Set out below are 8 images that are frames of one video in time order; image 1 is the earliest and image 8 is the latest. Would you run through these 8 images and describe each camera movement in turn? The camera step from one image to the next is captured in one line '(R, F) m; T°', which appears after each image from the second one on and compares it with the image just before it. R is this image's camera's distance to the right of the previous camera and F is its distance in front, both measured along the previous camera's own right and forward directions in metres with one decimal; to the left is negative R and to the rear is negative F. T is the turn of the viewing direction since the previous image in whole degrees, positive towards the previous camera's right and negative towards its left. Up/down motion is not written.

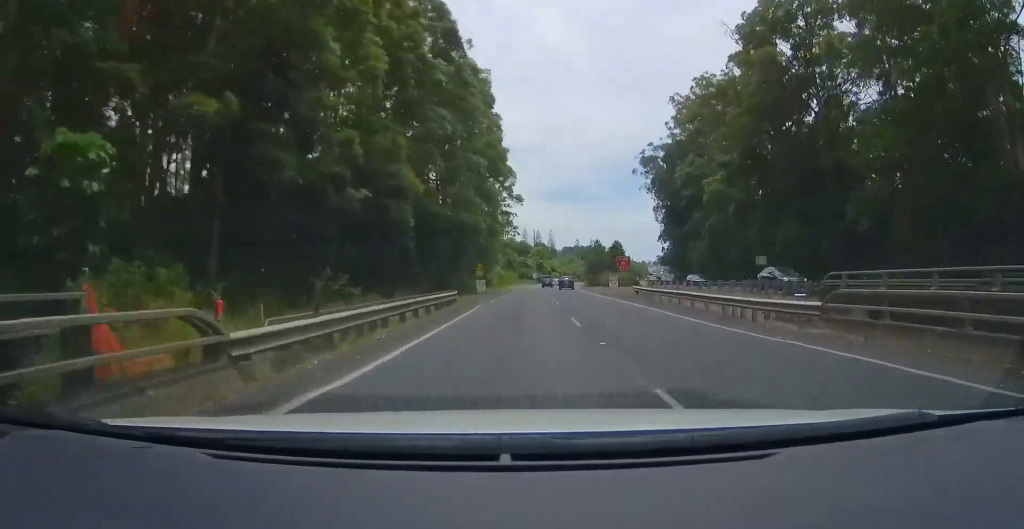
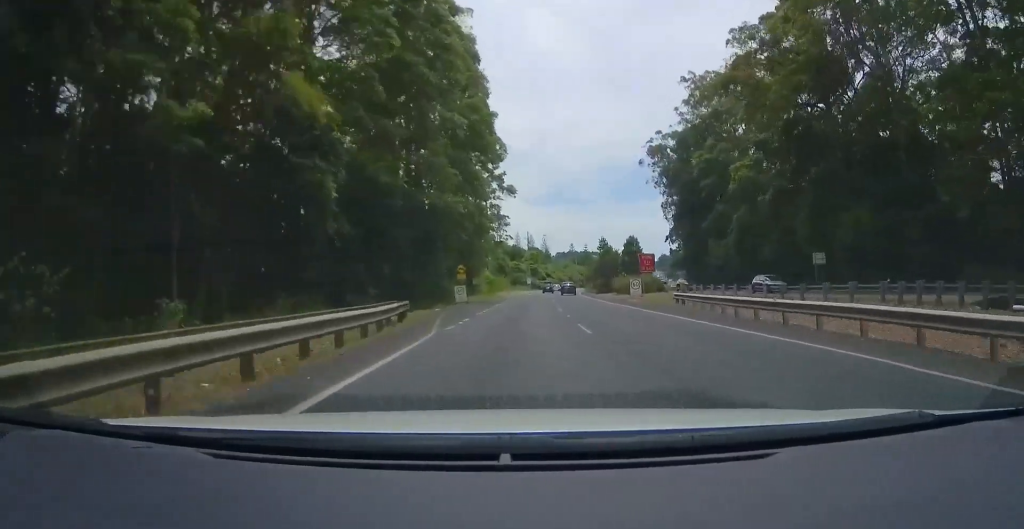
(-0.1, +13.9) m; +1°
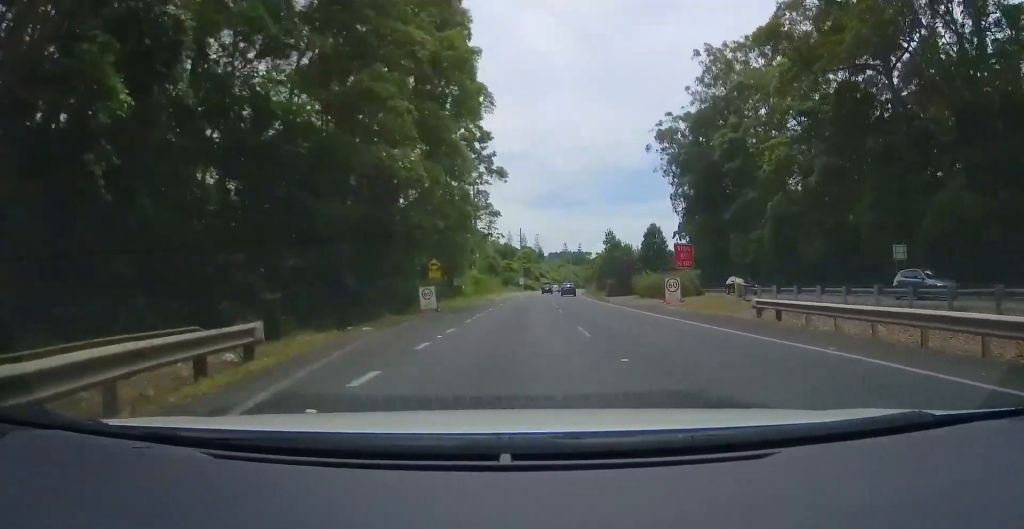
(+0.4, +12.0) m; 0°
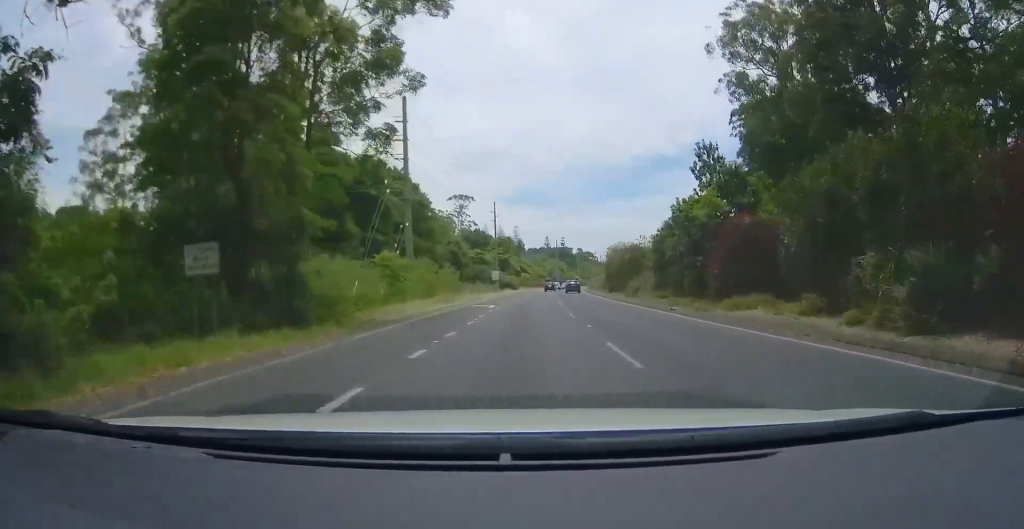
(-0.4, +41.7) m; 0°
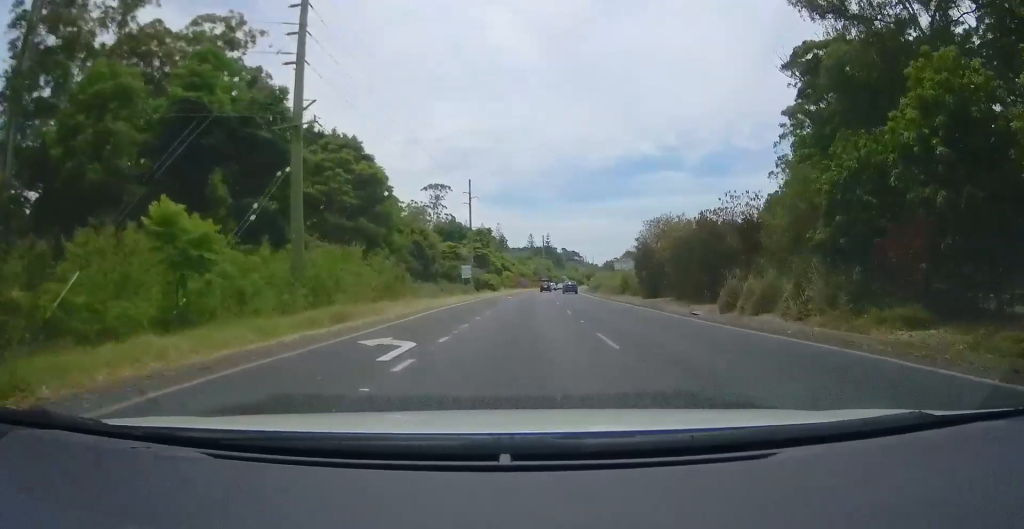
(+0.2, +21.1) m; +1°
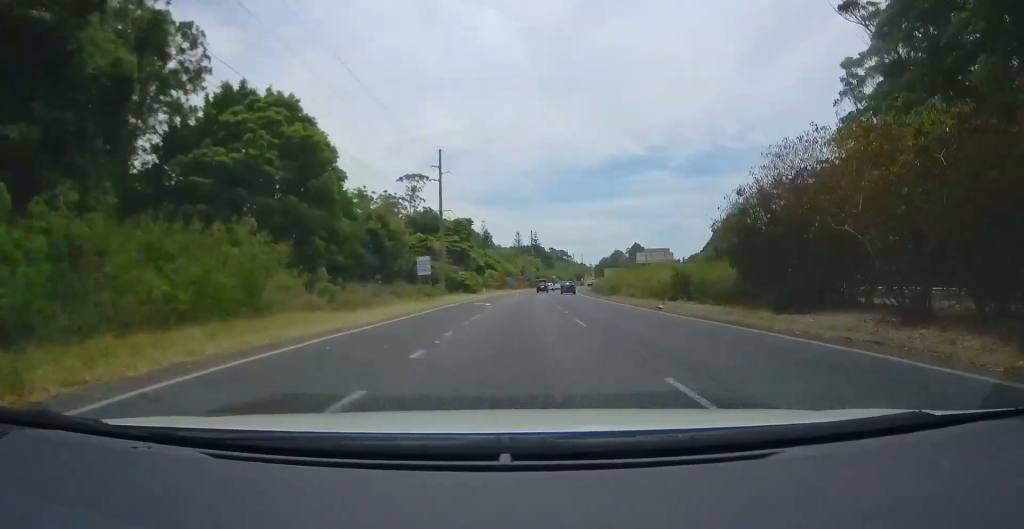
(+0.1, +17.6) m; +2°
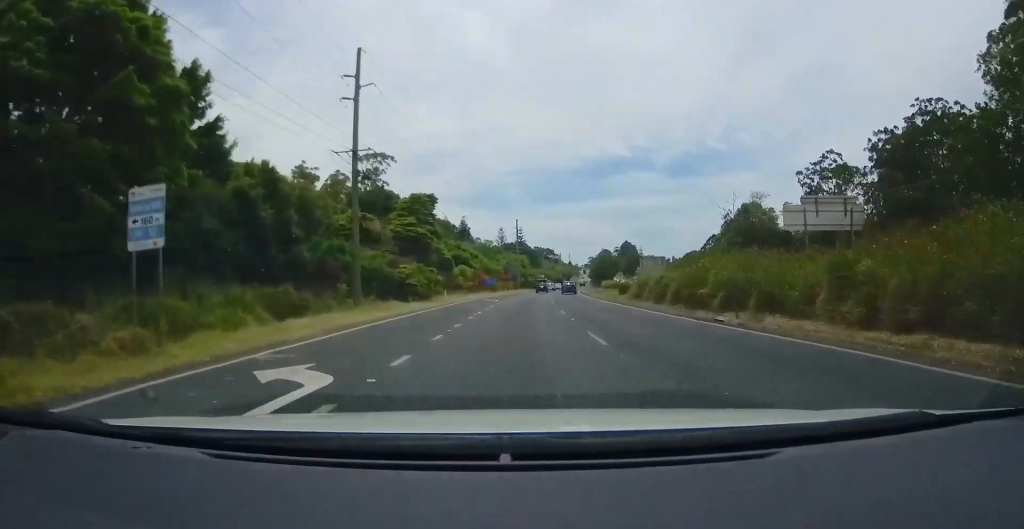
(+1.4, +28.2) m; +4°
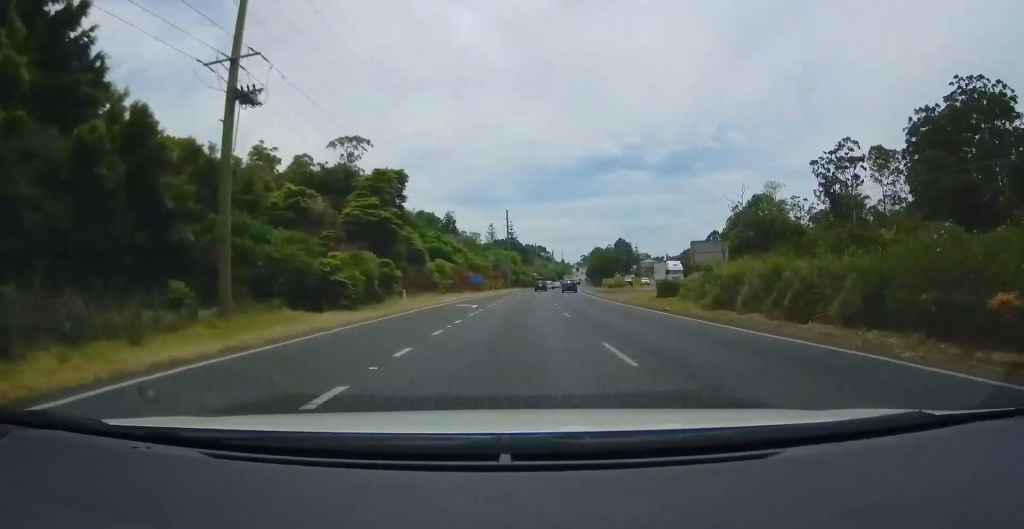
(0.0, +14.2) m; 0°
